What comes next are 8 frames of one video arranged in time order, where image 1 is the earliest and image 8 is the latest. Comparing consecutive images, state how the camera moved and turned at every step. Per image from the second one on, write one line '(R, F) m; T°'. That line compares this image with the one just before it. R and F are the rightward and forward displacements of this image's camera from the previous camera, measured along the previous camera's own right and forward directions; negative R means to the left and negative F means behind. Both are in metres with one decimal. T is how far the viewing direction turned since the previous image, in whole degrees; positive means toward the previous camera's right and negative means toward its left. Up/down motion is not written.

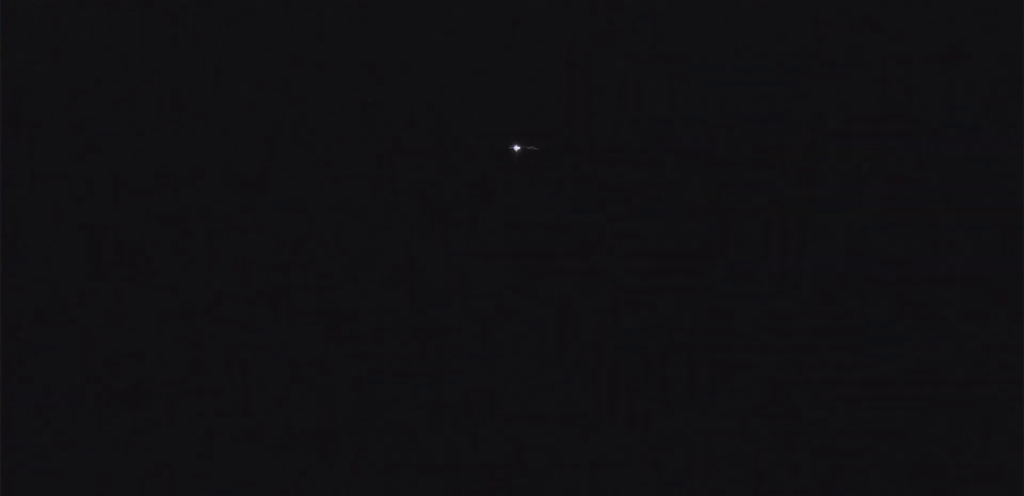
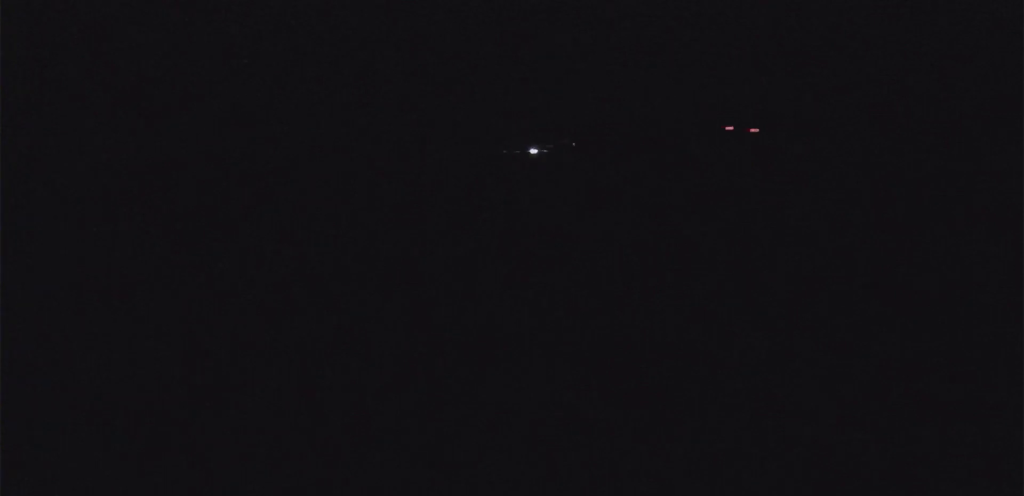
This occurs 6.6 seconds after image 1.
(+1.5, +182.5) m; -2°
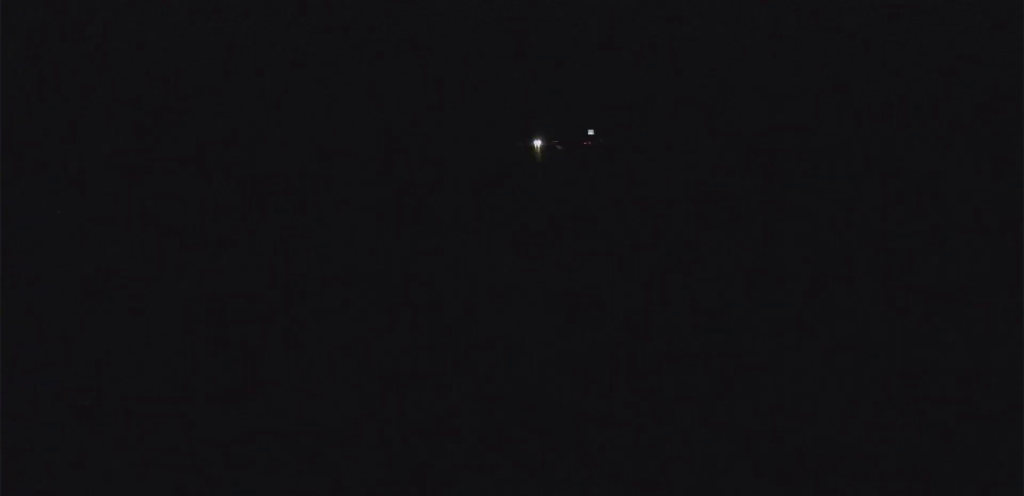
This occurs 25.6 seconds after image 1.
(-49.4, +472.2) m; -10°
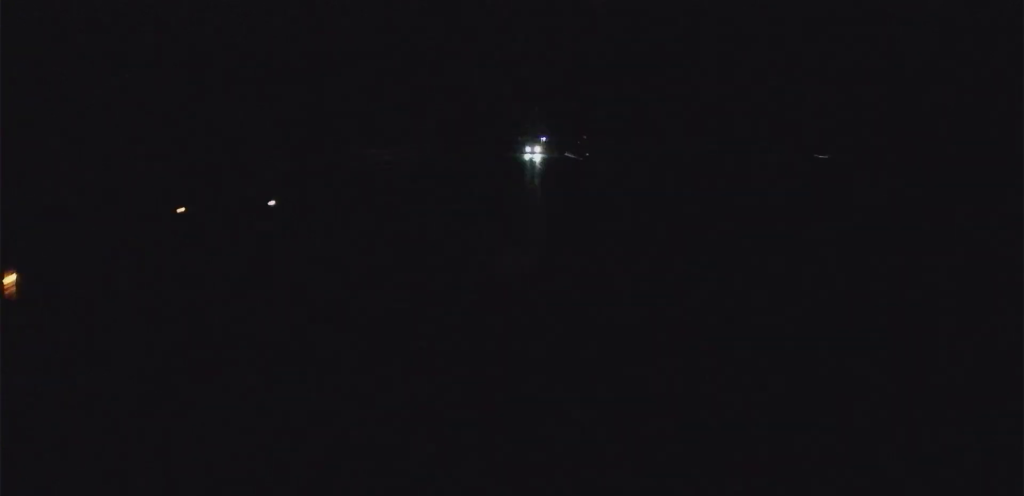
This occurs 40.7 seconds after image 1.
(-23.0, +390.6) m; -5°
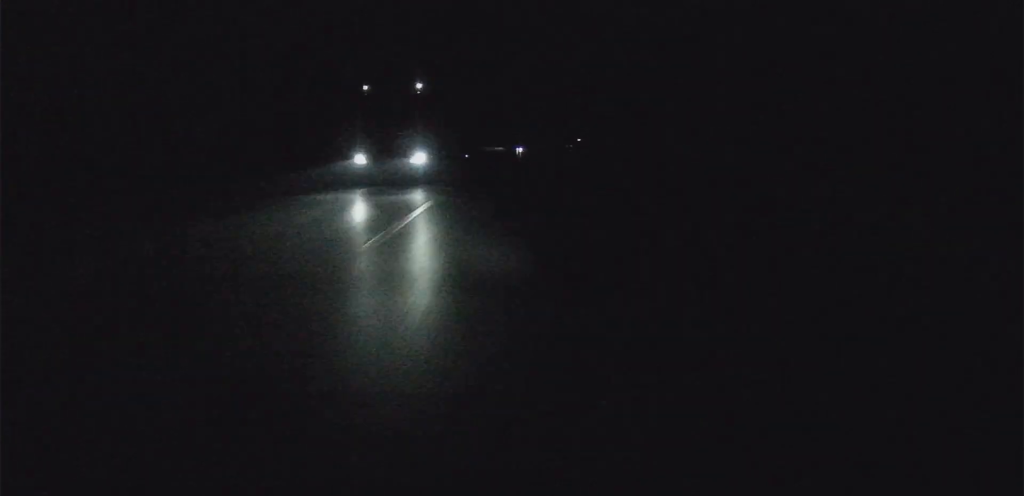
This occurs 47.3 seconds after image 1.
(-1.3, +183.8) m; +1°
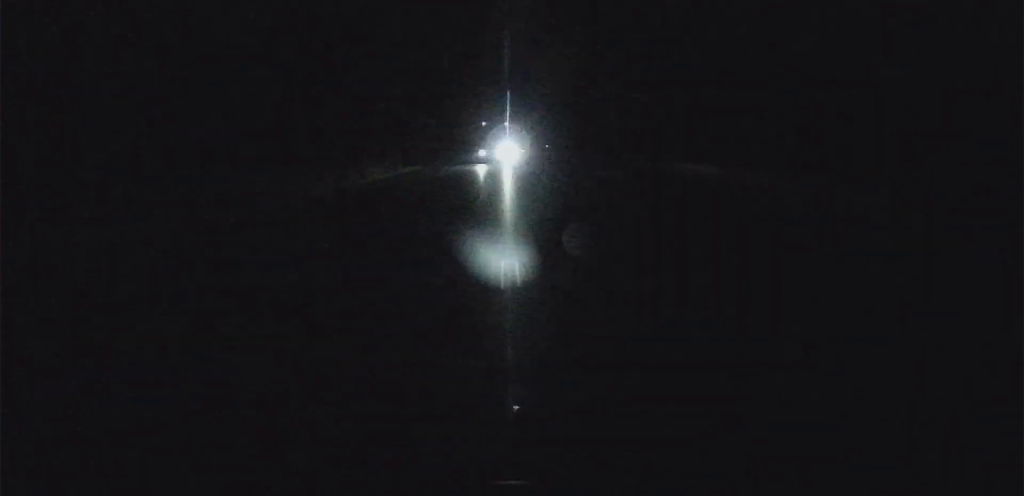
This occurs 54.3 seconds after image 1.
(-1.1, +199.2) m; +1°
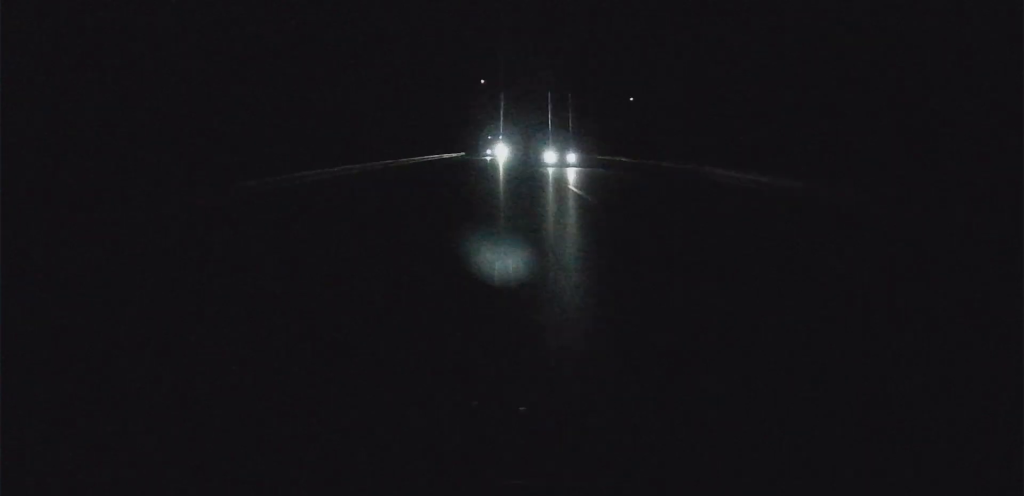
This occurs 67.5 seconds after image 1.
(+16.3, +375.4) m; +5°
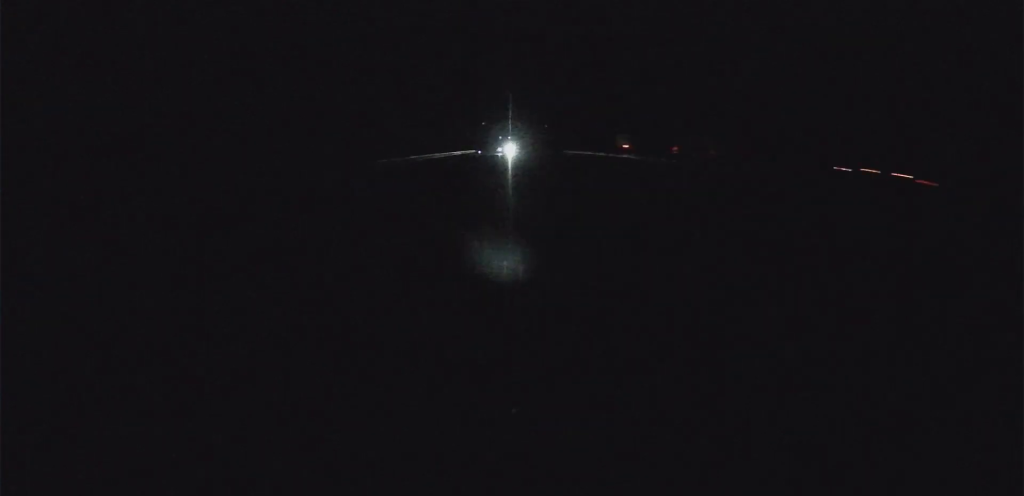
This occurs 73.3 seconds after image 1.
(+5.2, +135.1) m; +2°
